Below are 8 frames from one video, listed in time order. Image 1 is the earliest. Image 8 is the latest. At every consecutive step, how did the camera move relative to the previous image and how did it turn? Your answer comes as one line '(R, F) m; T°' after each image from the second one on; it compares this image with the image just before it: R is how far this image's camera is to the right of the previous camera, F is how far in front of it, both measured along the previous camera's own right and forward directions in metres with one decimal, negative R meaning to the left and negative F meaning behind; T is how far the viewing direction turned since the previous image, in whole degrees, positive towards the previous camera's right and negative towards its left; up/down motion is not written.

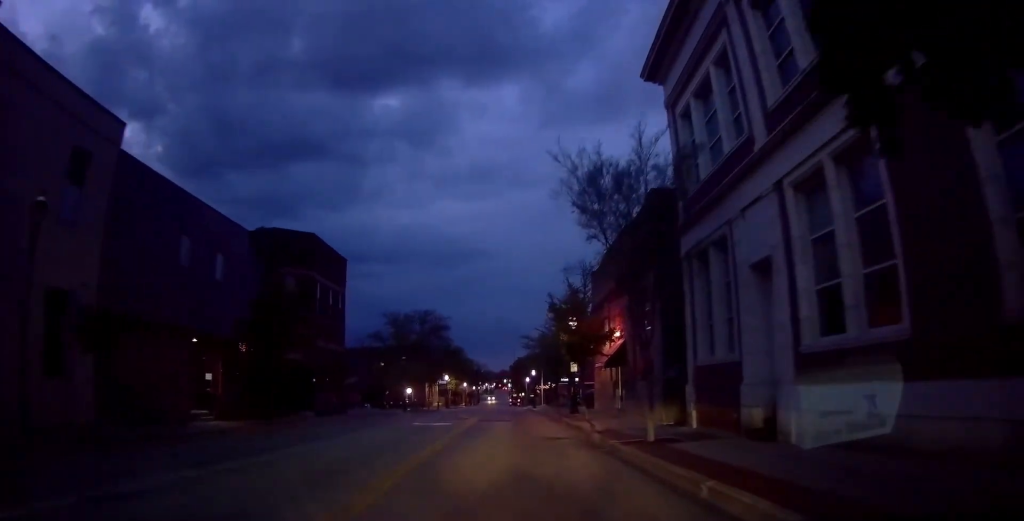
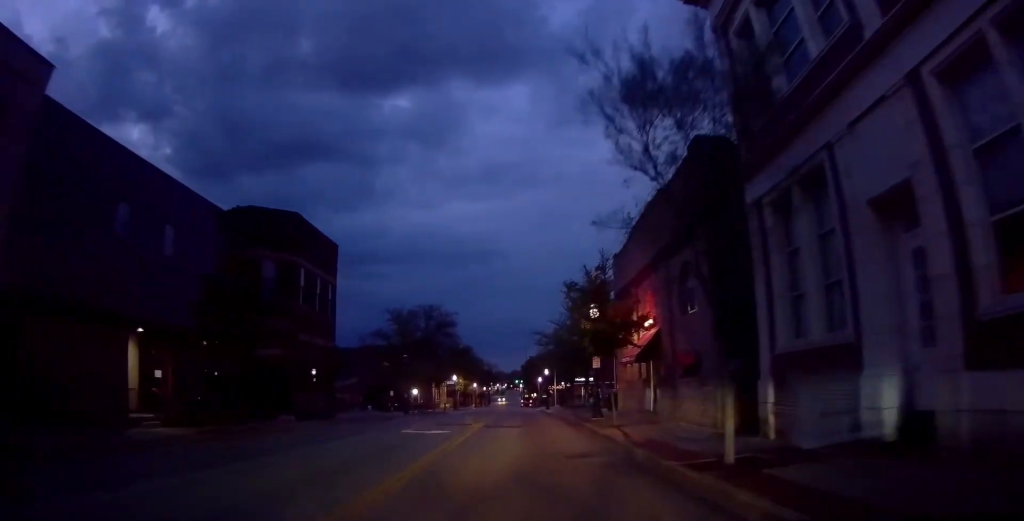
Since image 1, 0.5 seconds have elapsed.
(-0.4, +4.4) m; 0°
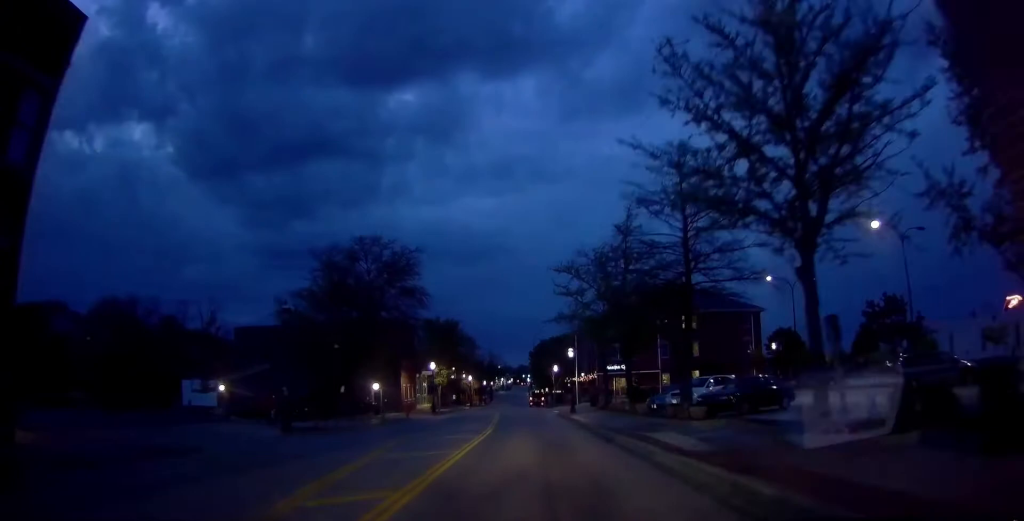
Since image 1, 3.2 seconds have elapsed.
(+0.1, +25.6) m; -3°
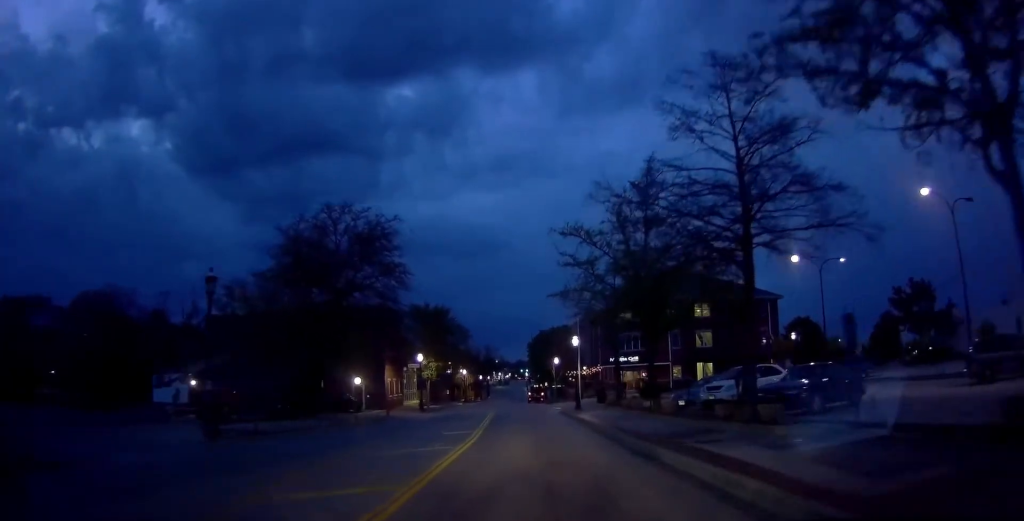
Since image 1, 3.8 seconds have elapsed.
(0.0, +5.5) m; 0°
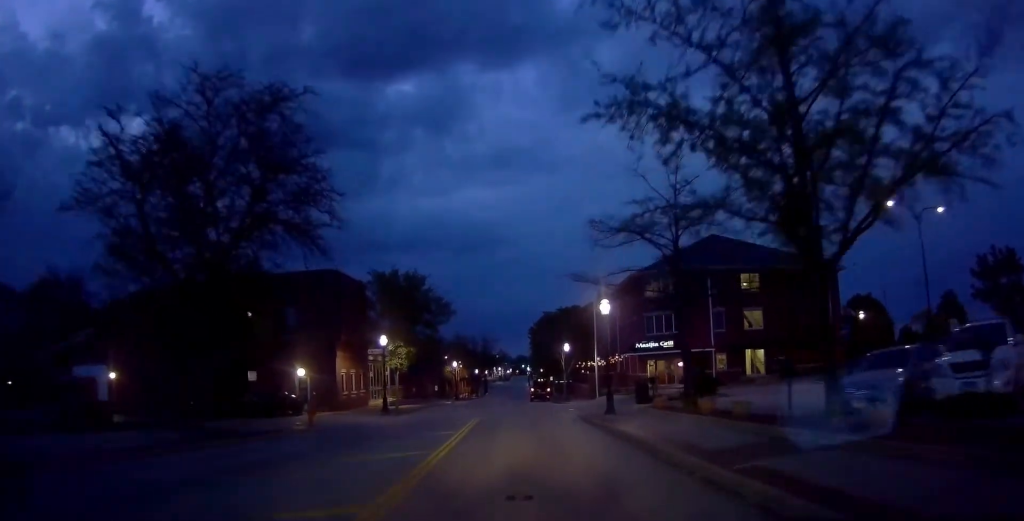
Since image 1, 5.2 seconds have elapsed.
(+0.5, +13.7) m; +6°
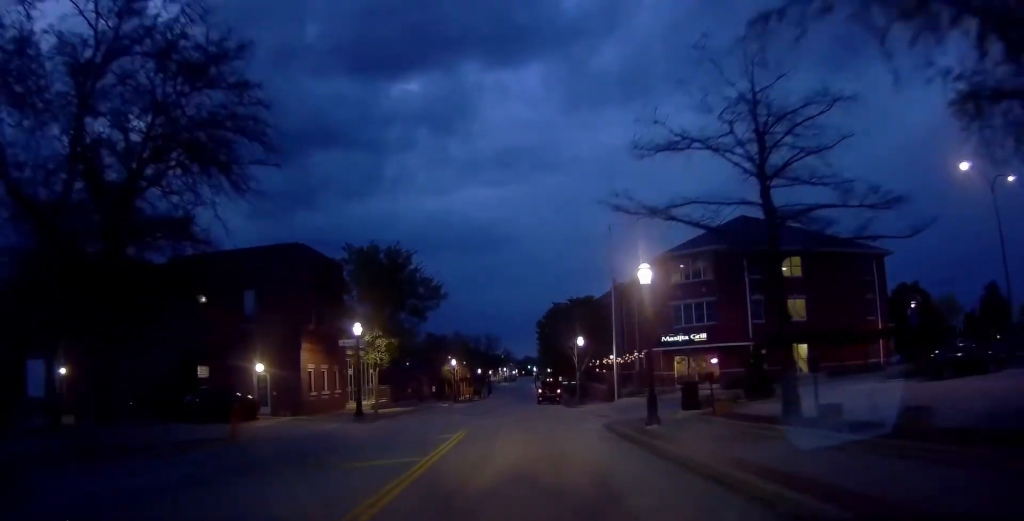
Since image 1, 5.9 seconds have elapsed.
(+0.3, +7.8) m; +2°
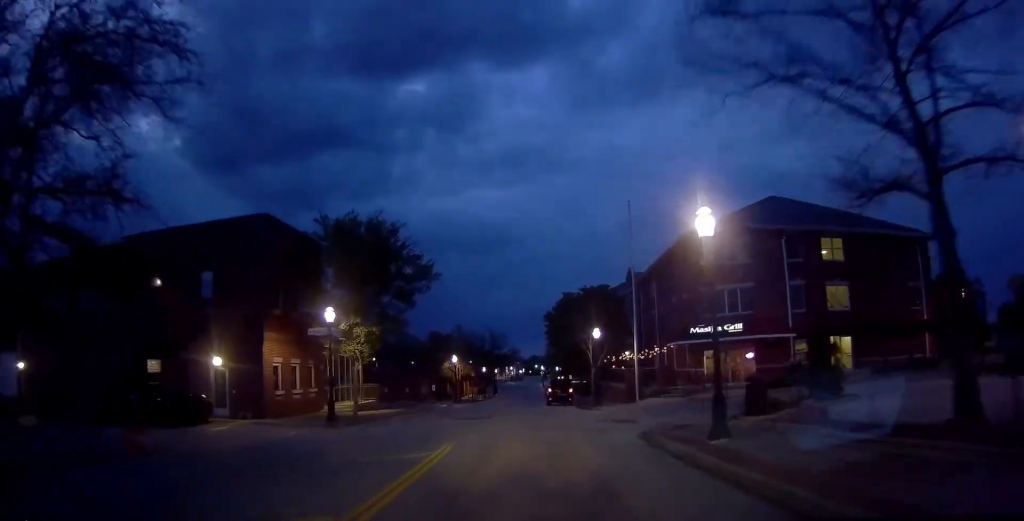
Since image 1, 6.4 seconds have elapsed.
(0.0, +5.9) m; -1°
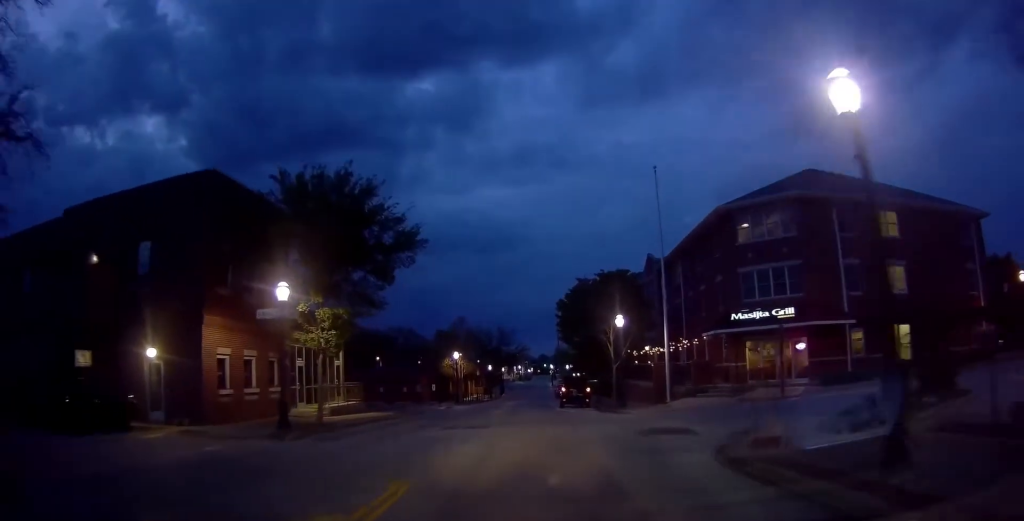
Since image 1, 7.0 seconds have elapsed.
(-0.1, +6.3) m; -1°
